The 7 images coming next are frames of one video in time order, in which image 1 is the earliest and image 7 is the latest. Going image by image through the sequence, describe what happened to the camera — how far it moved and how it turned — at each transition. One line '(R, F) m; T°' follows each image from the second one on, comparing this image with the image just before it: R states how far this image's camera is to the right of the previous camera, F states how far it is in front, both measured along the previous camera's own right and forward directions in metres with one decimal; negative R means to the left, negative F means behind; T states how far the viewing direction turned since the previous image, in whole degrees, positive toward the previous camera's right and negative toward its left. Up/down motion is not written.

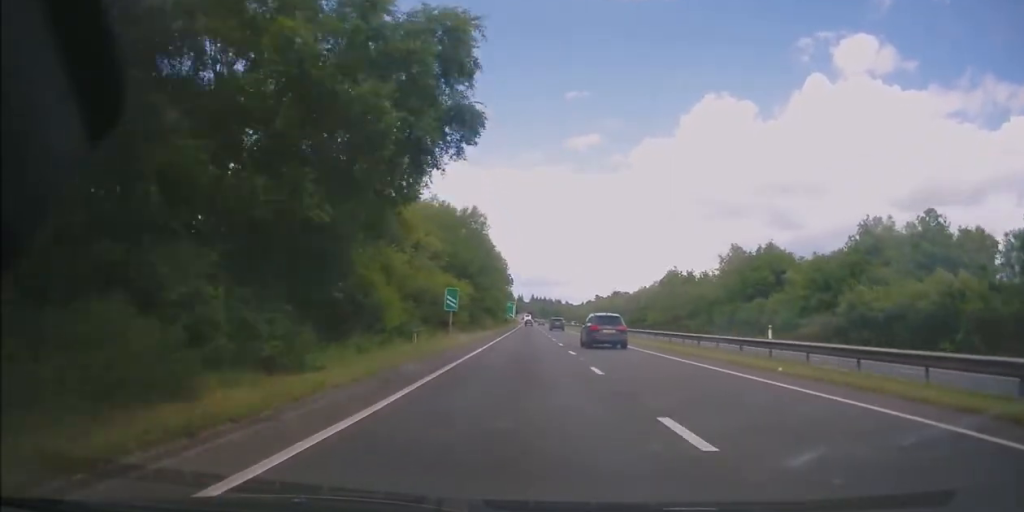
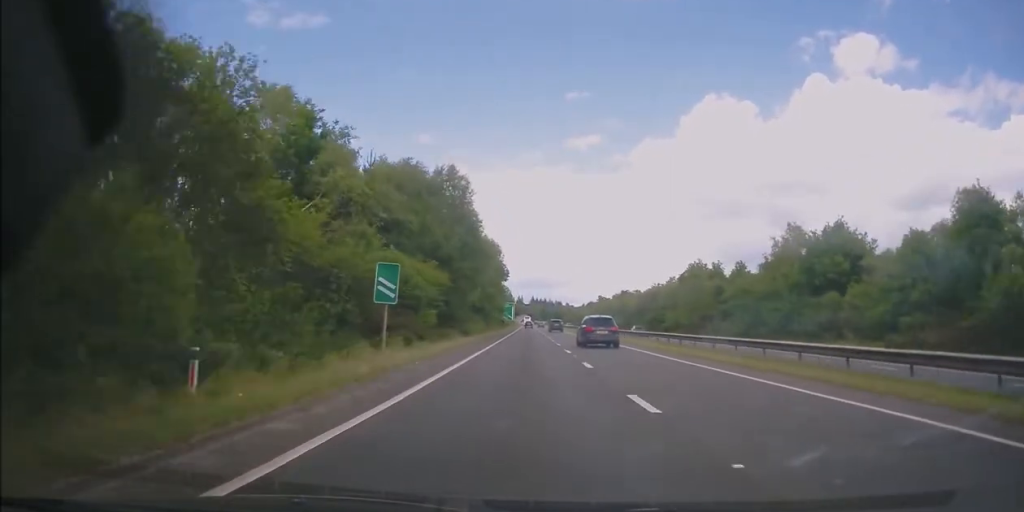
(-0.2, +15.3) m; 0°
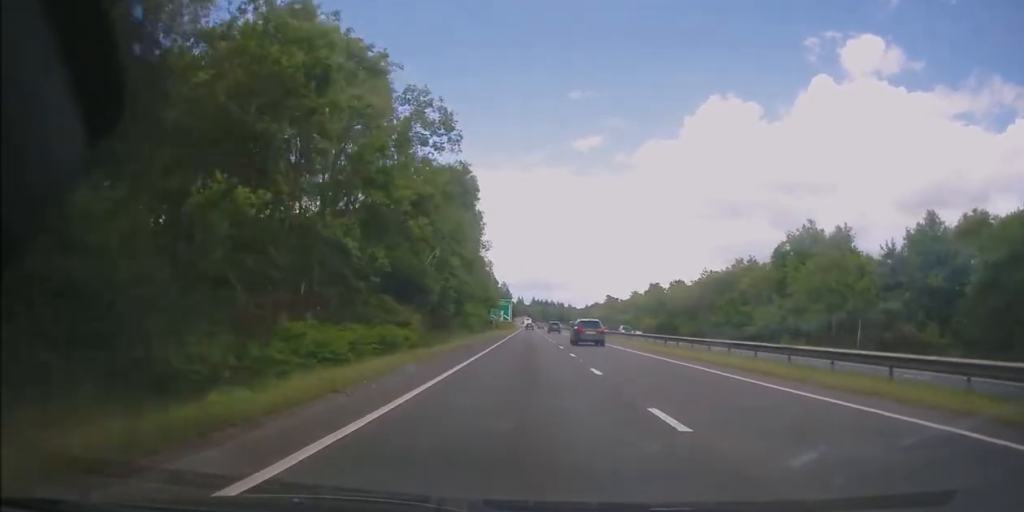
(+0.2, +37.3) m; 0°
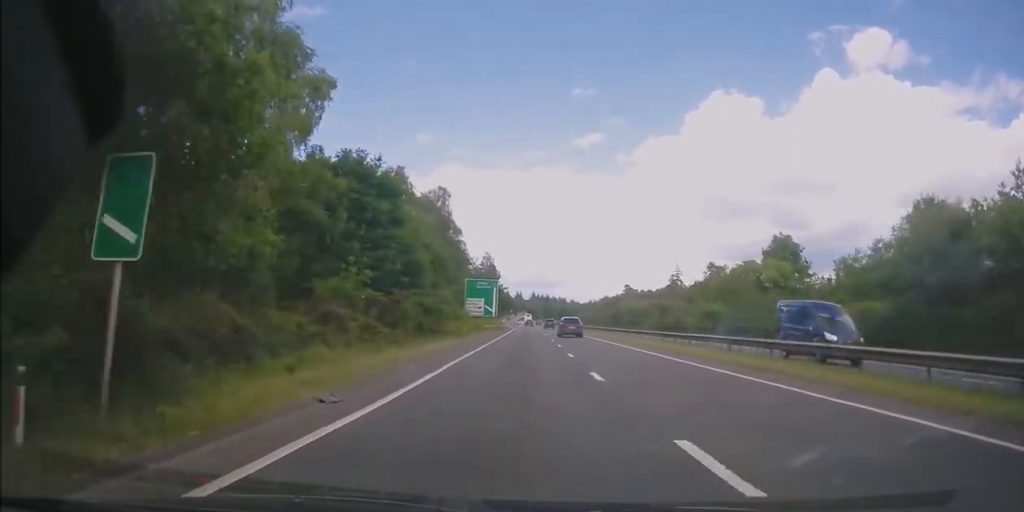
(-1.2, +65.9) m; -1°
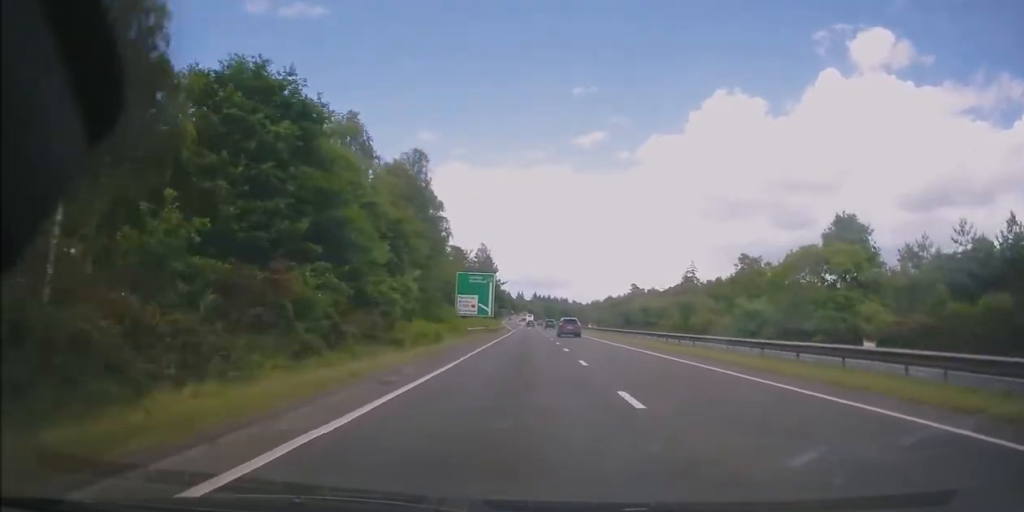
(+0.3, +13.4) m; 0°
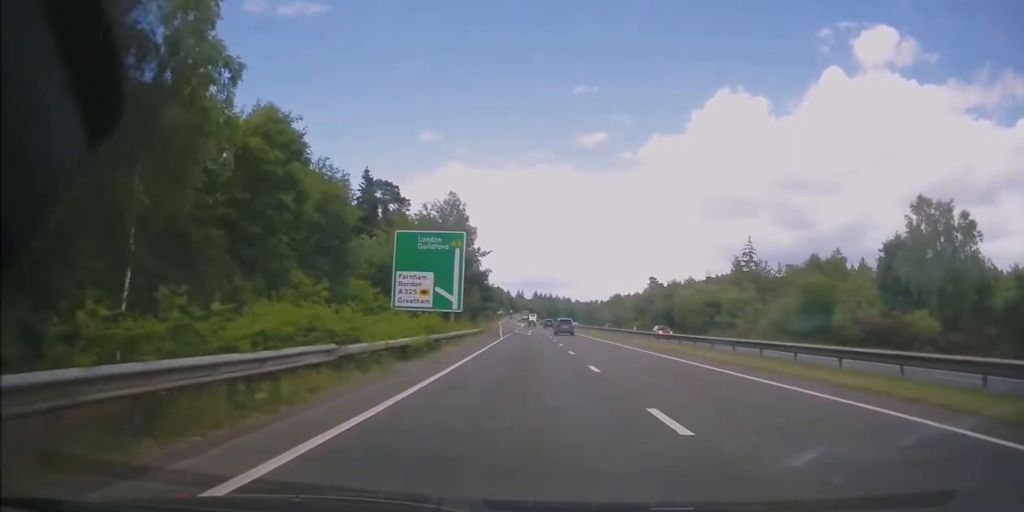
(-0.5, +38.0) m; 0°
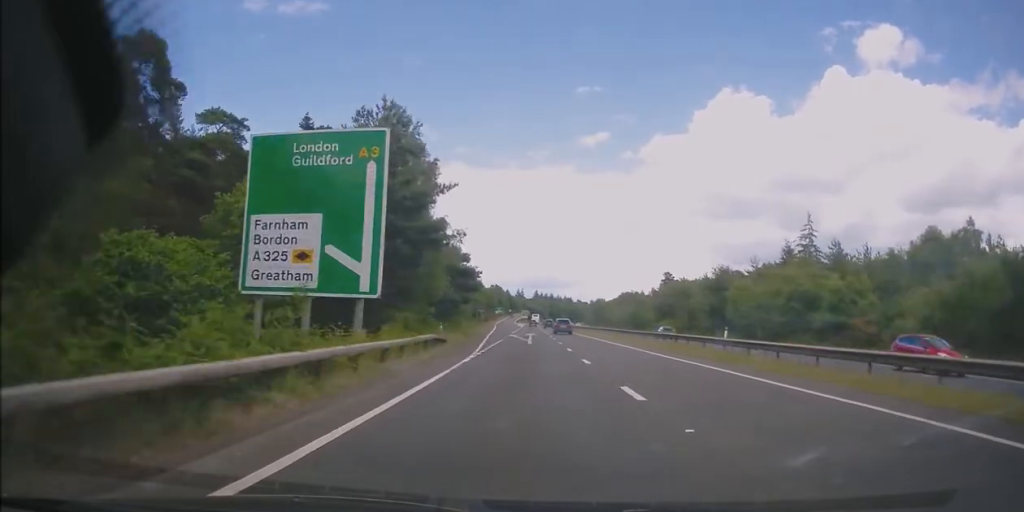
(+0.3, +23.8) m; +1°
